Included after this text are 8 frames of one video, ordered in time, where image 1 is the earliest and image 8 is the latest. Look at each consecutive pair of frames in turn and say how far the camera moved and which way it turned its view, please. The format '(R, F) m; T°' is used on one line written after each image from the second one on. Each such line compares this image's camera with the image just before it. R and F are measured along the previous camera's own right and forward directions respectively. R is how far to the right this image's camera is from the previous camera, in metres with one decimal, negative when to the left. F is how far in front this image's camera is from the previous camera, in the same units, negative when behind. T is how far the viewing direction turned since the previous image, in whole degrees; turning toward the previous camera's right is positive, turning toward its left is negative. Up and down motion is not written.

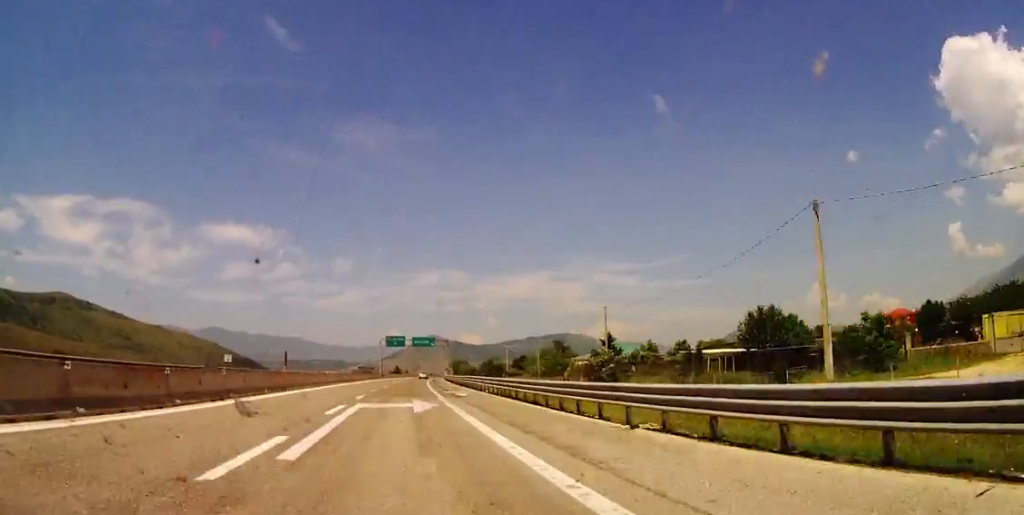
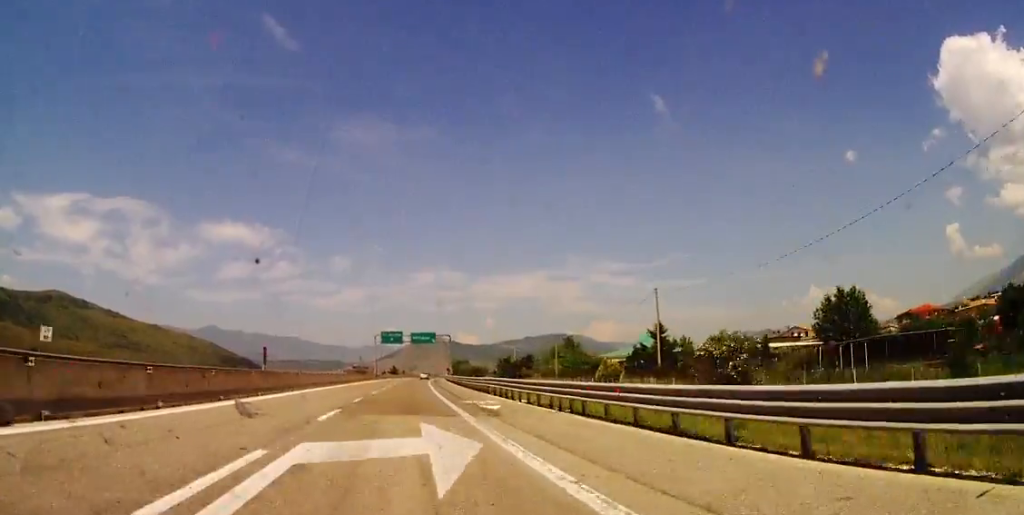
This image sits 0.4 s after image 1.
(0.0, +13.8) m; +1°
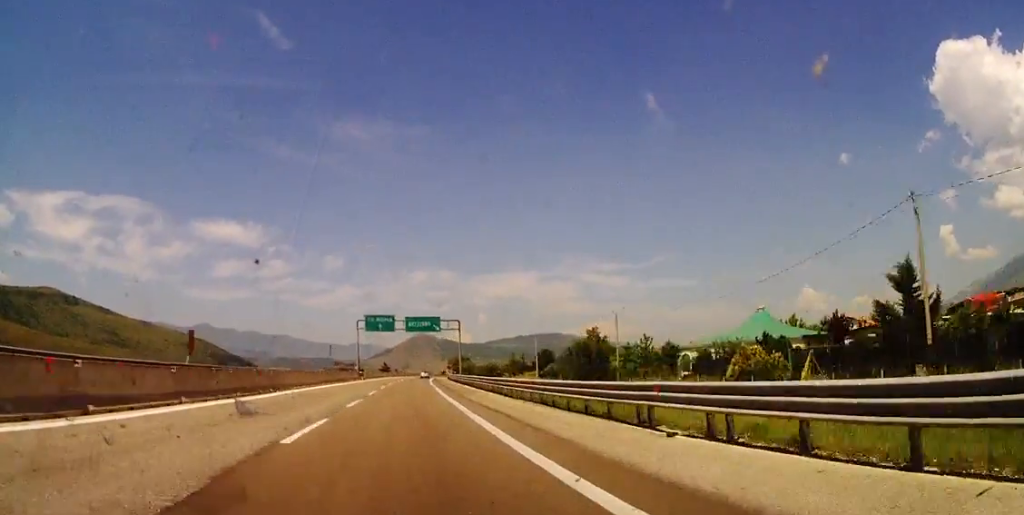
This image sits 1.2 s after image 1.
(+0.3, +28.9) m; +1°
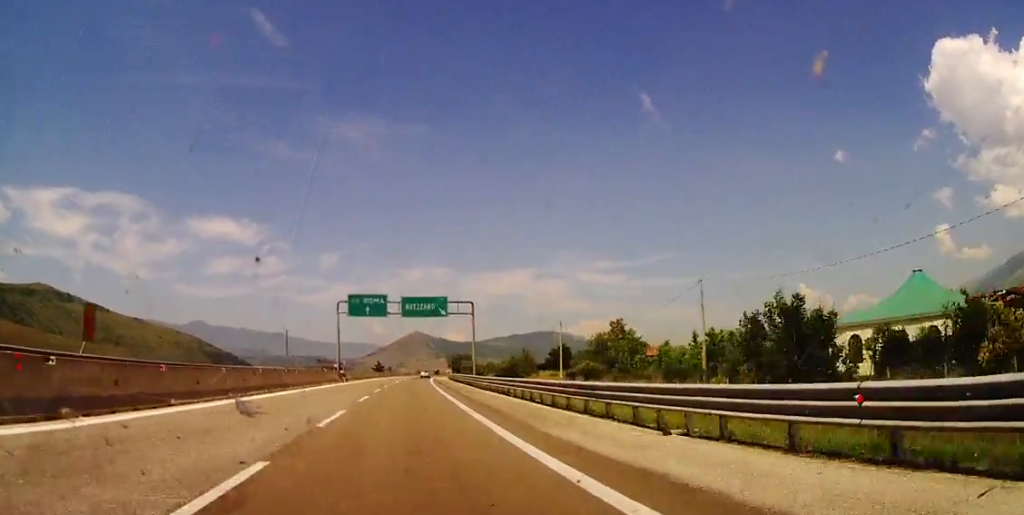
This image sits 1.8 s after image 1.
(+0.3, +19.8) m; +1°
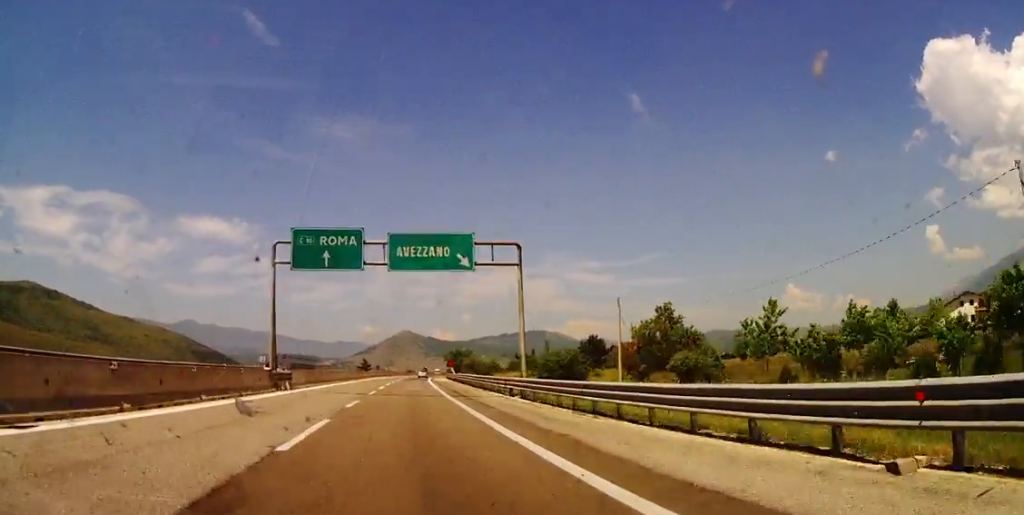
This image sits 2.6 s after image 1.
(+0.1, +28.0) m; 0°
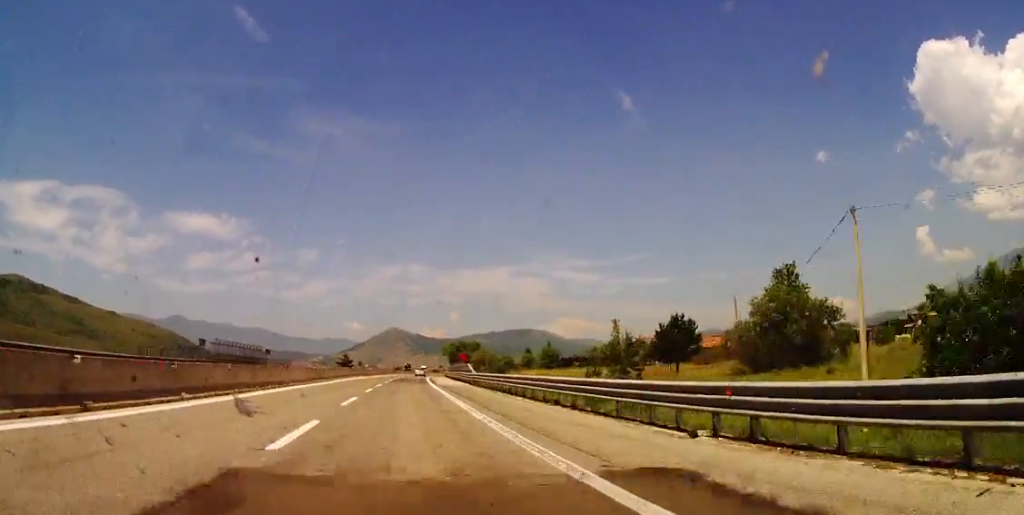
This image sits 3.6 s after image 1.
(0.0, +36.2) m; 0°
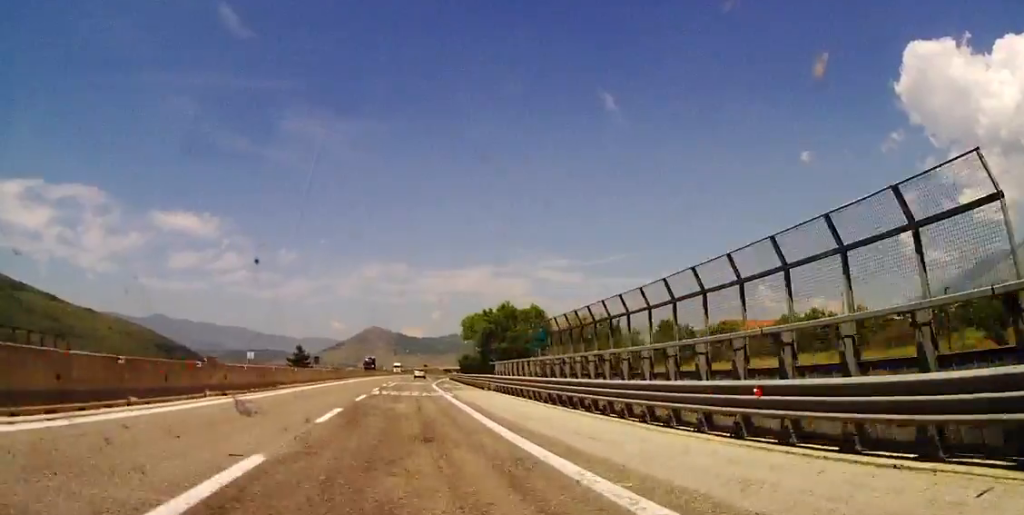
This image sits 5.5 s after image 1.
(+0.7, +65.3) m; +1°
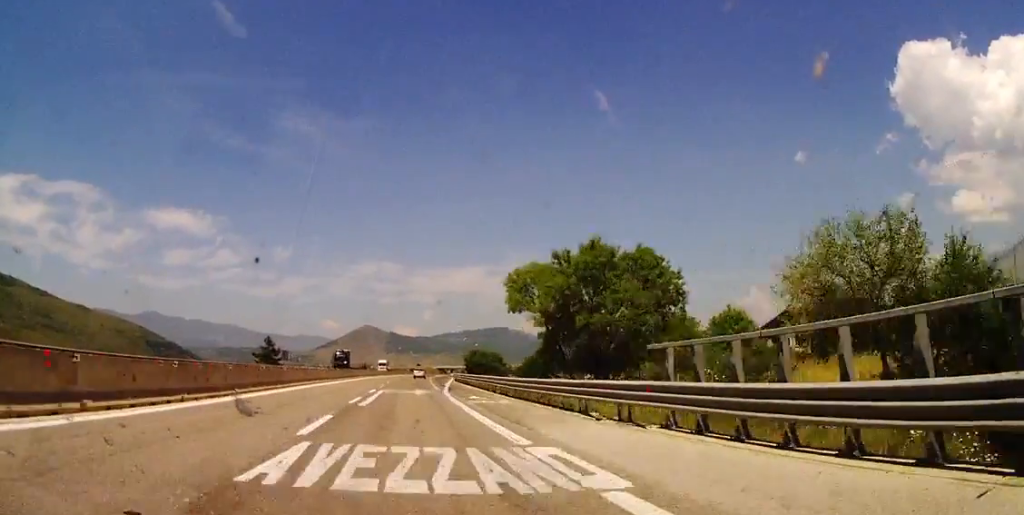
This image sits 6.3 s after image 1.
(-0.3, +26.7) m; +1°
